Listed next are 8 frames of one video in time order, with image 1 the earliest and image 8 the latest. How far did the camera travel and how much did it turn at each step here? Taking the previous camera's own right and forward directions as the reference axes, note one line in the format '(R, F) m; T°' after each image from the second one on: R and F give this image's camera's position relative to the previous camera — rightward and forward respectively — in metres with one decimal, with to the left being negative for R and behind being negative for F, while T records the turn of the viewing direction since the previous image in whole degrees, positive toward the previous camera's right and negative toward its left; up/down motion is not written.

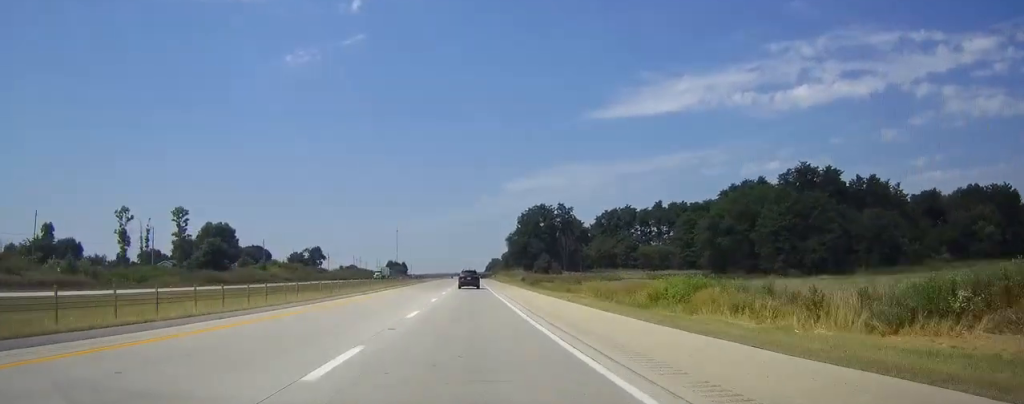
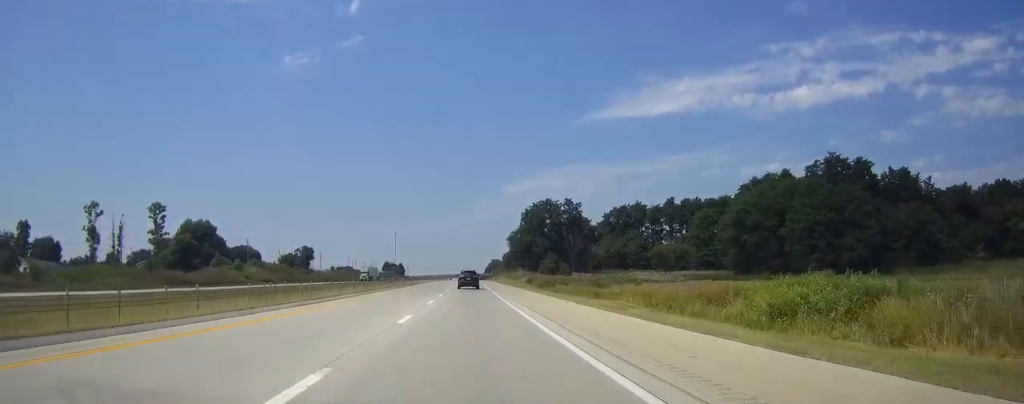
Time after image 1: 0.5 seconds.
(0.0, +14.9) m; 0°
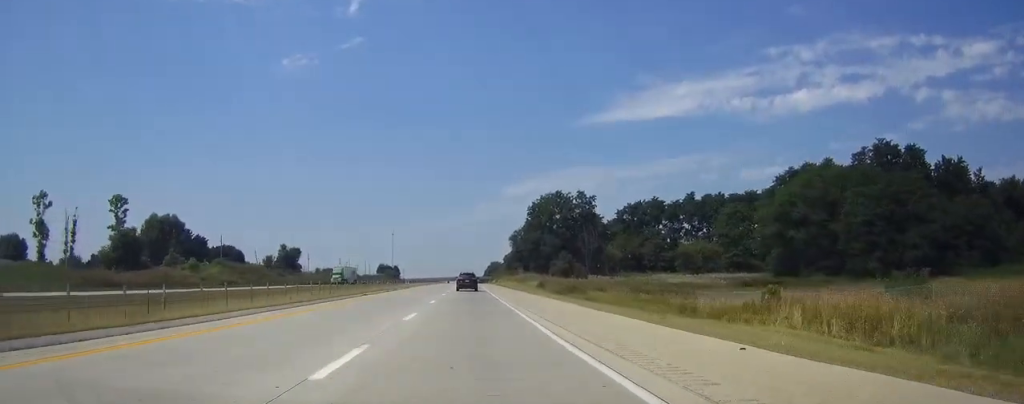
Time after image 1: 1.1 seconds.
(+0.1, +21.3) m; 0°
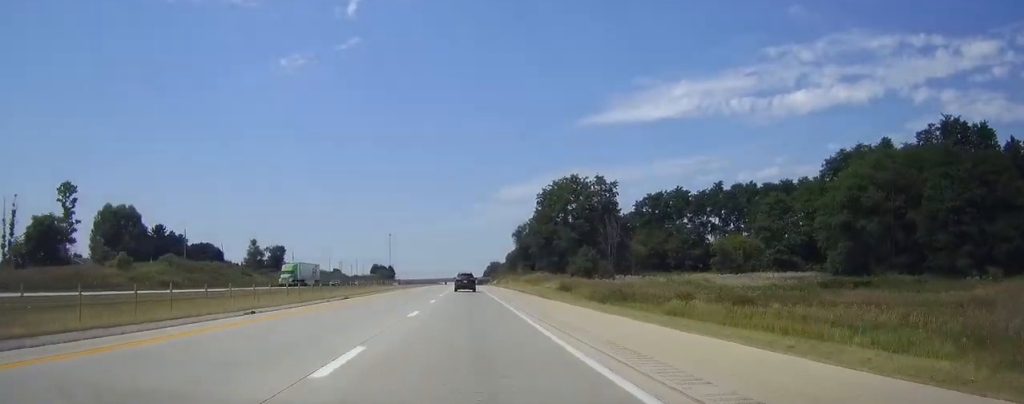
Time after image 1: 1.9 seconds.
(0.0, +23.4) m; 0°
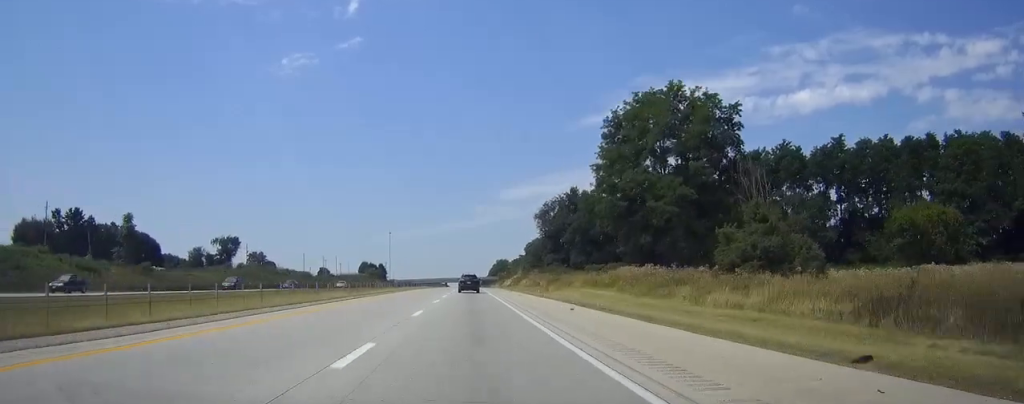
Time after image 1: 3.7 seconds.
(+0.3, +59.5) m; 0°
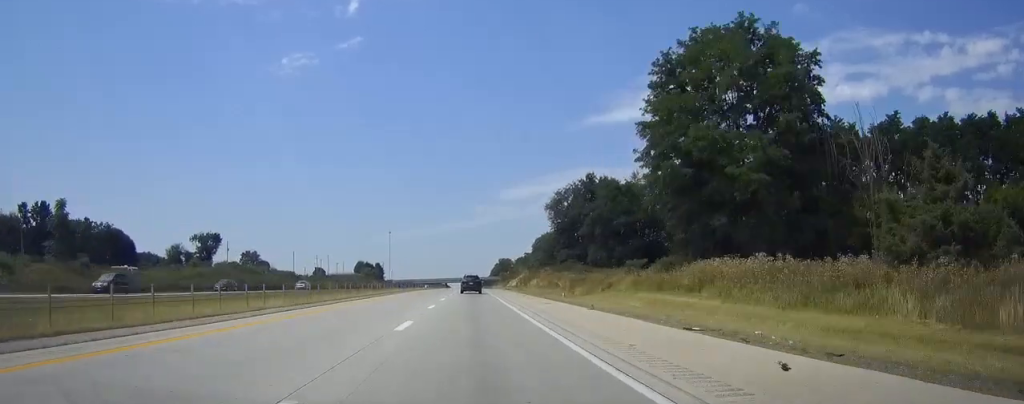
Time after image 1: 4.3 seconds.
(0.0, +18.1) m; 0°
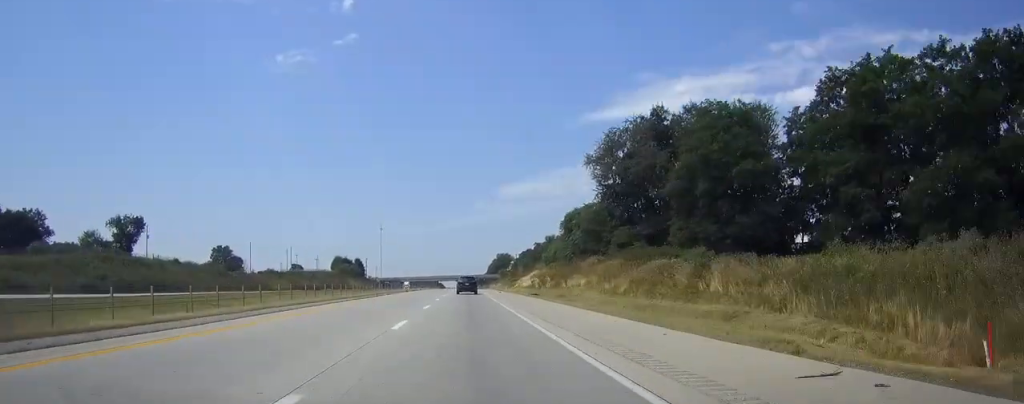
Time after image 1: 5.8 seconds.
(0.0, +47.9) m; 0°
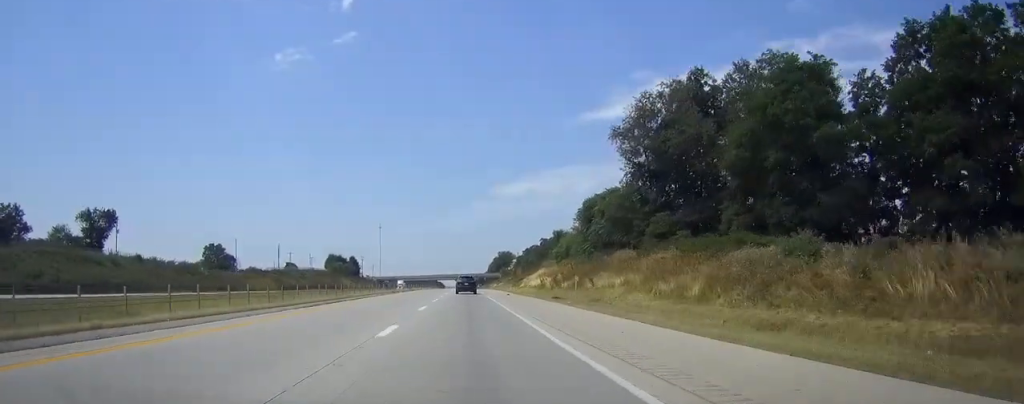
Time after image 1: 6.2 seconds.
(0.0, +13.9) m; 0°
